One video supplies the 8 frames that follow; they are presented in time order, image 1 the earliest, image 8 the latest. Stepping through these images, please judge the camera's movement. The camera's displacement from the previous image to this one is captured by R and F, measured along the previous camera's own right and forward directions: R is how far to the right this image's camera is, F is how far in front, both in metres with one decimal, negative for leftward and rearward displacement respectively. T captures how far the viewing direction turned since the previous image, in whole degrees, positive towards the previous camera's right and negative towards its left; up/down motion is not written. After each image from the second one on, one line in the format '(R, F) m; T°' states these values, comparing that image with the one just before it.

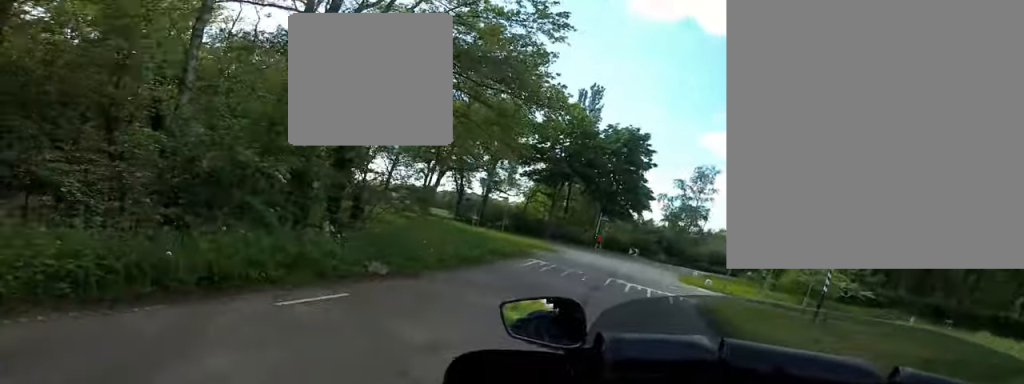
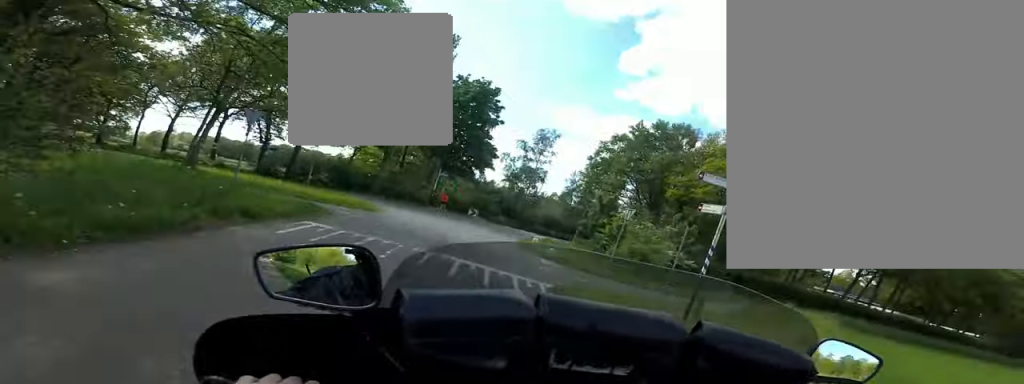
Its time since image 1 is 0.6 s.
(0.0, +3.6) m; -4°
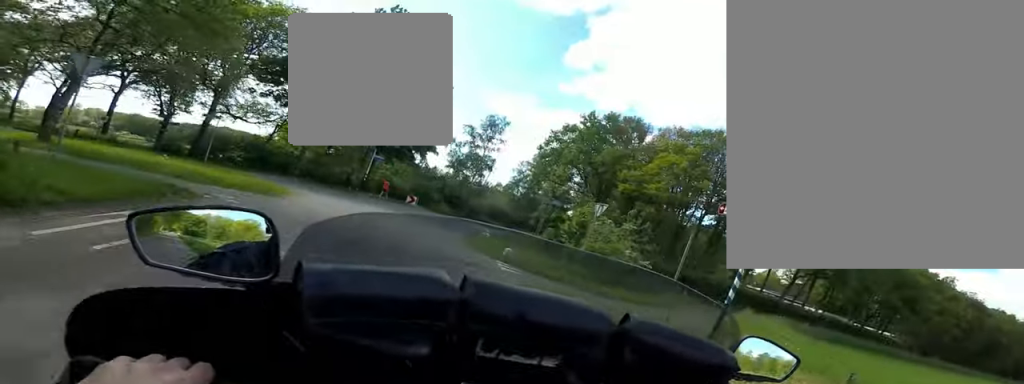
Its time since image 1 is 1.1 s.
(0.0, +2.5) m; -6°
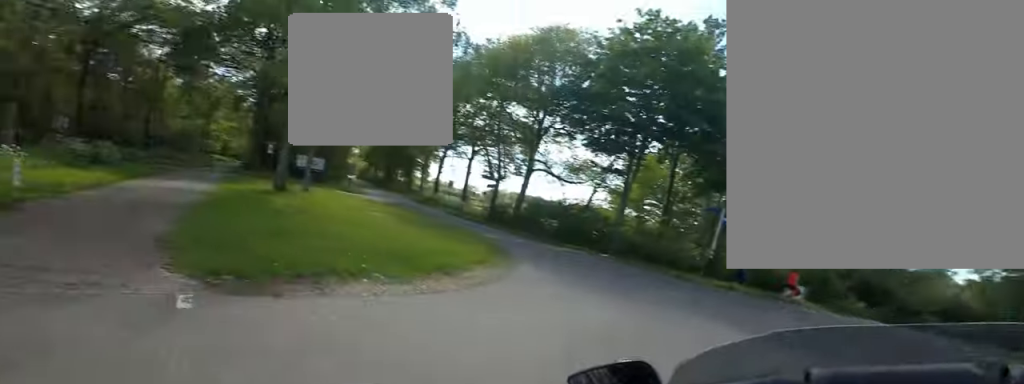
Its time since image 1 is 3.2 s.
(-0.1, +10.4) m; -22°
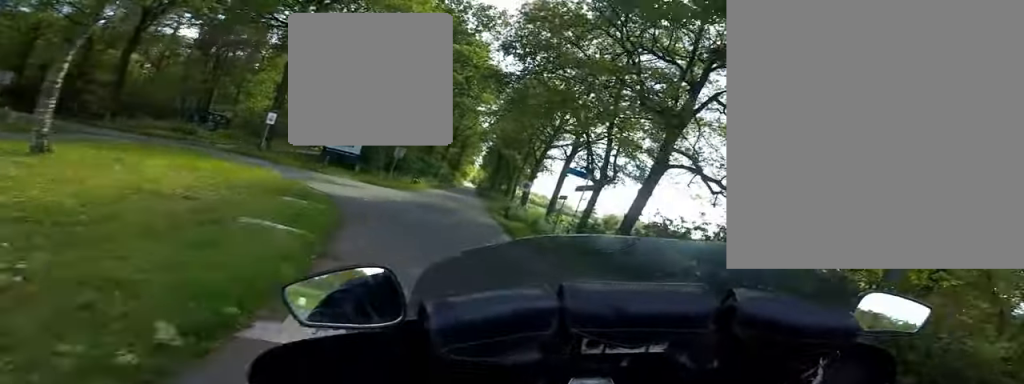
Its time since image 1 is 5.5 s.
(-6.7, +12.0) m; -35°
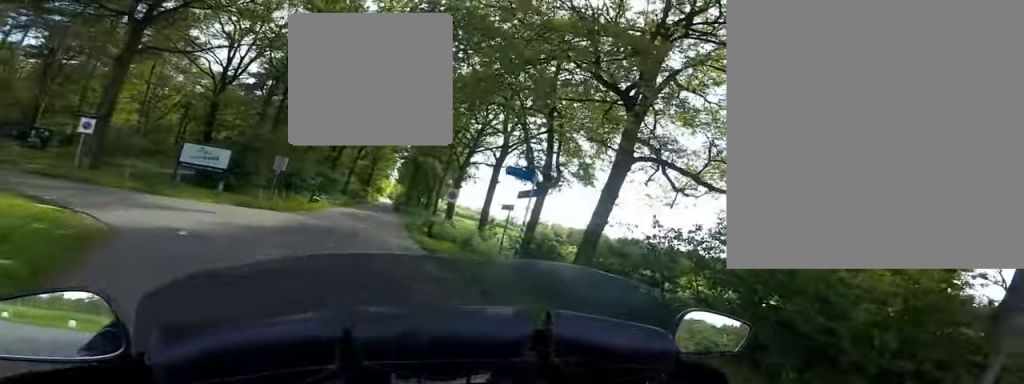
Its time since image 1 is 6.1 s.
(-0.2, +4.0) m; -3°
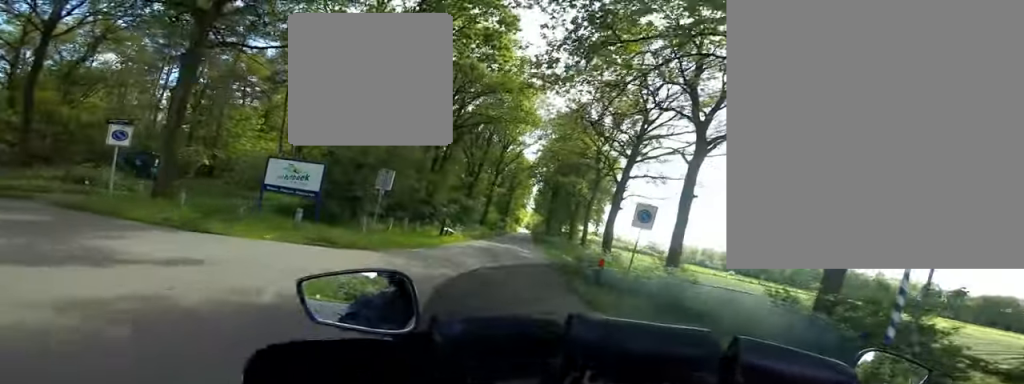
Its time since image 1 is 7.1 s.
(-0.1, +7.9) m; -5°
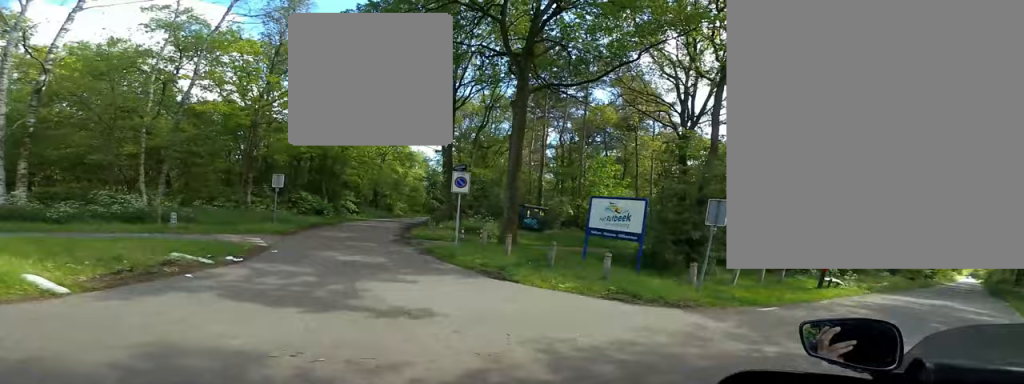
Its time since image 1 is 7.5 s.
(-0.1, +3.5) m; -1°
